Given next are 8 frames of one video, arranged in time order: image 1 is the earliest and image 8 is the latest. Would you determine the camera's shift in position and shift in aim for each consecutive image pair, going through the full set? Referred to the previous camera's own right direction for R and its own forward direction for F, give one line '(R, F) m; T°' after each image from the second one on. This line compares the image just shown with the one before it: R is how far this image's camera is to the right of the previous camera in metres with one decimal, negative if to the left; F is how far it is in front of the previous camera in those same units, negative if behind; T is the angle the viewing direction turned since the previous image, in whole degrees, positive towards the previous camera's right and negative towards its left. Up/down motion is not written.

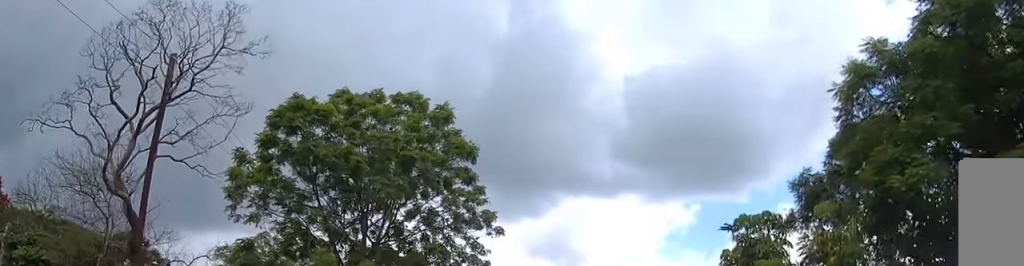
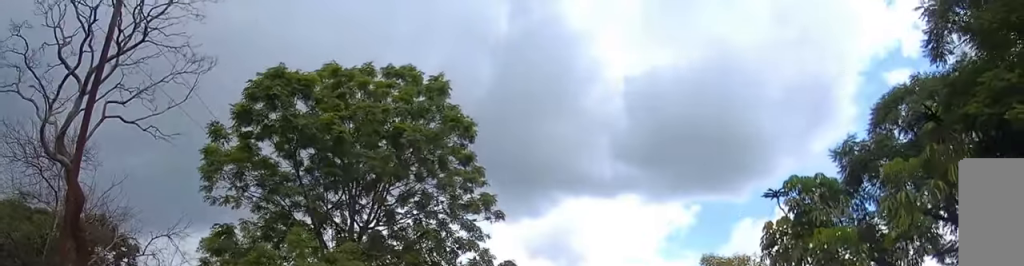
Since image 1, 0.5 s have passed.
(-0.1, +3.0) m; 0°
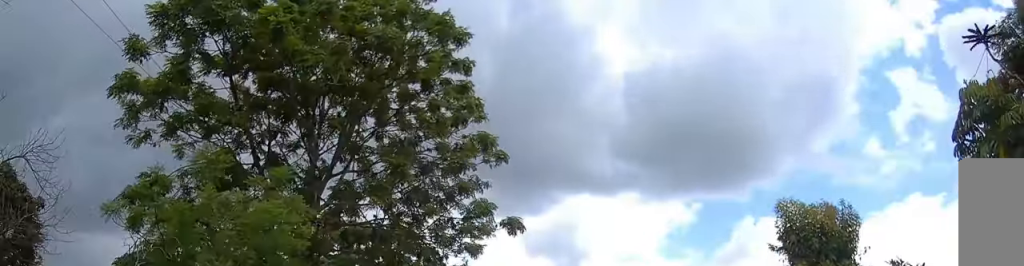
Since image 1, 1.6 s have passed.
(+0.2, +7.8) m; +1°
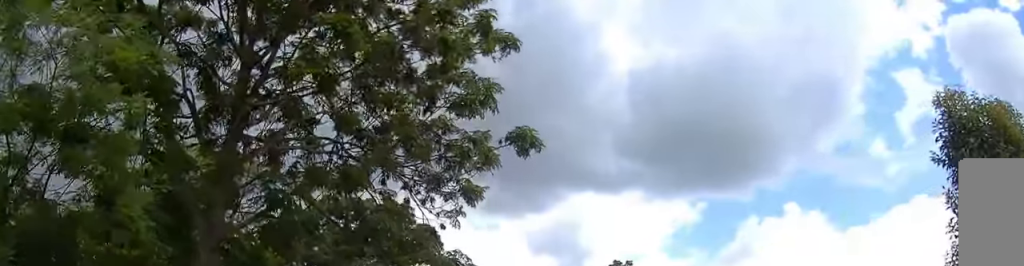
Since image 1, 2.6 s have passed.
(-0.2, +8.8) m; -1°
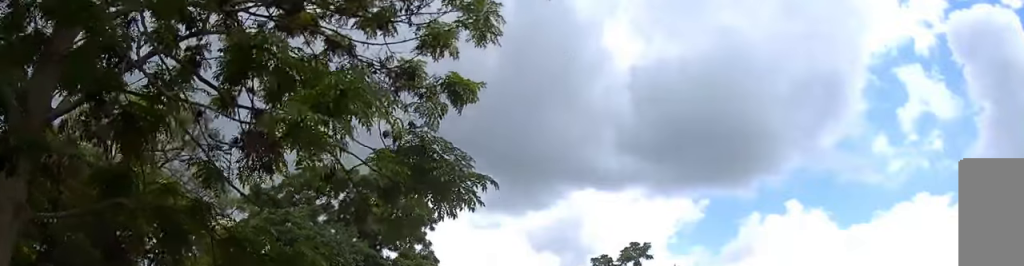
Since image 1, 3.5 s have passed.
(+0.1, +8.5) m; 0°
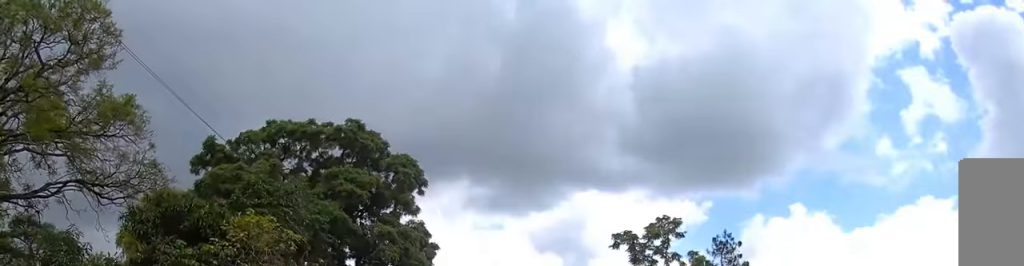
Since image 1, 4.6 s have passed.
(-0.2, +10.8) m; 0°
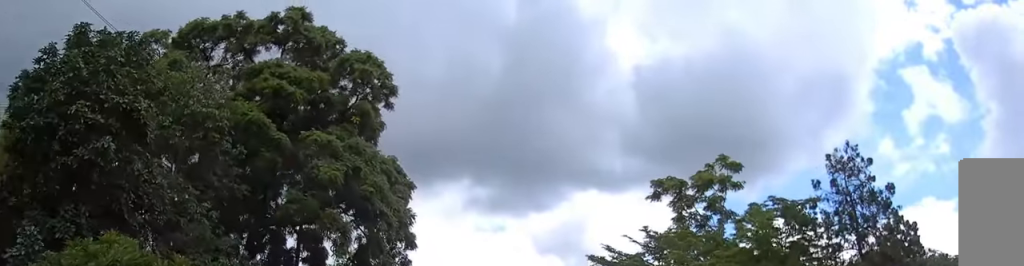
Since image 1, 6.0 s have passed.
(+0.2, +15.3) m; 0°
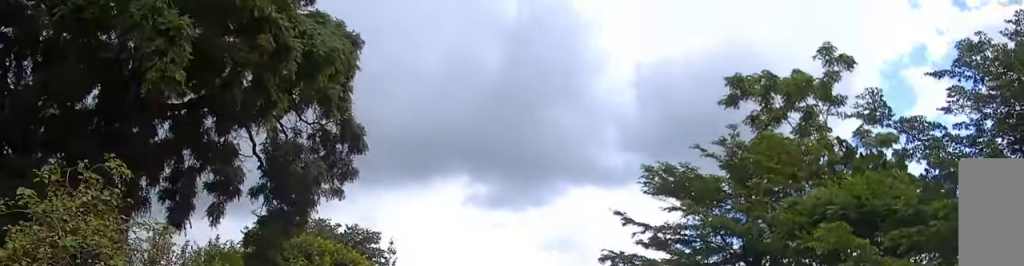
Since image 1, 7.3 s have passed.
(-0.3, +15.0) m; -1°
